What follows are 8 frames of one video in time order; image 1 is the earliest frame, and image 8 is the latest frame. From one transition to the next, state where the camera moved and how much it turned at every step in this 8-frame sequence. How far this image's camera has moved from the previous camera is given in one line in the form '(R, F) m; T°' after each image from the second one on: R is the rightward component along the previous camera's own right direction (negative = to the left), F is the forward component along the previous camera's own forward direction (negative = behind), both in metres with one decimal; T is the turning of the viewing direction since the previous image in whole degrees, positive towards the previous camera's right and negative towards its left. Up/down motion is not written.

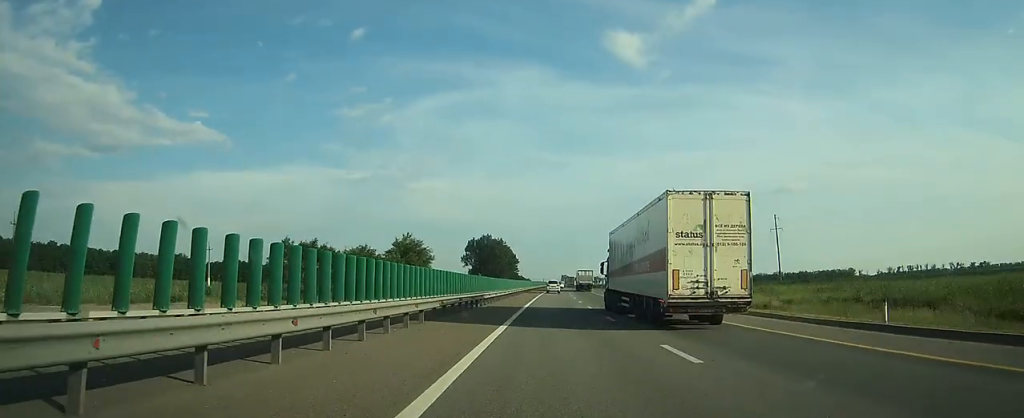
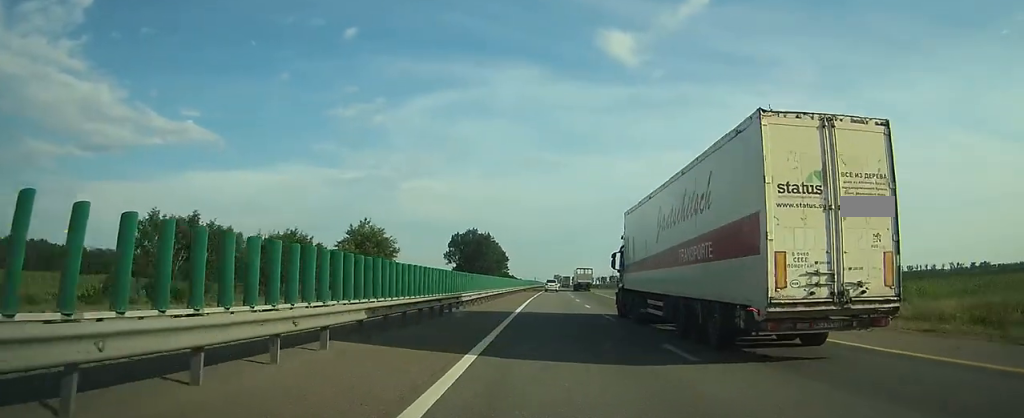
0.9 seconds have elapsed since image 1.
(+0.1, +21.6) m; 0°
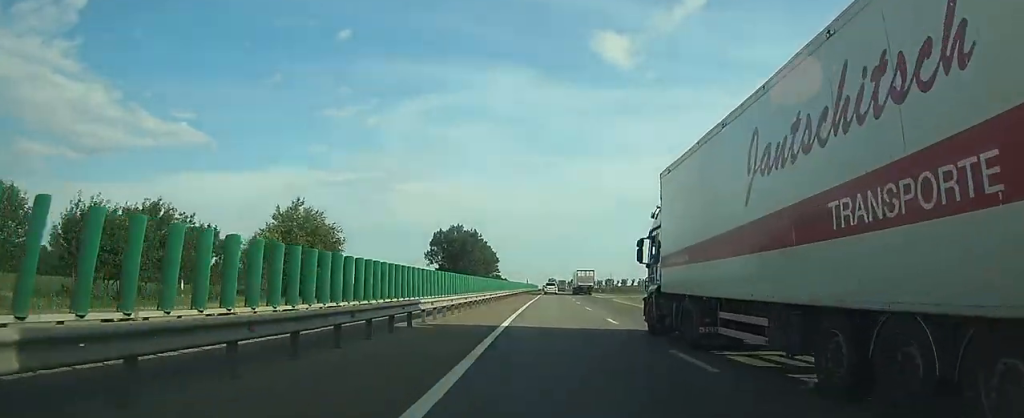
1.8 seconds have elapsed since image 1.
(+0.1, +23.8) m; +1°
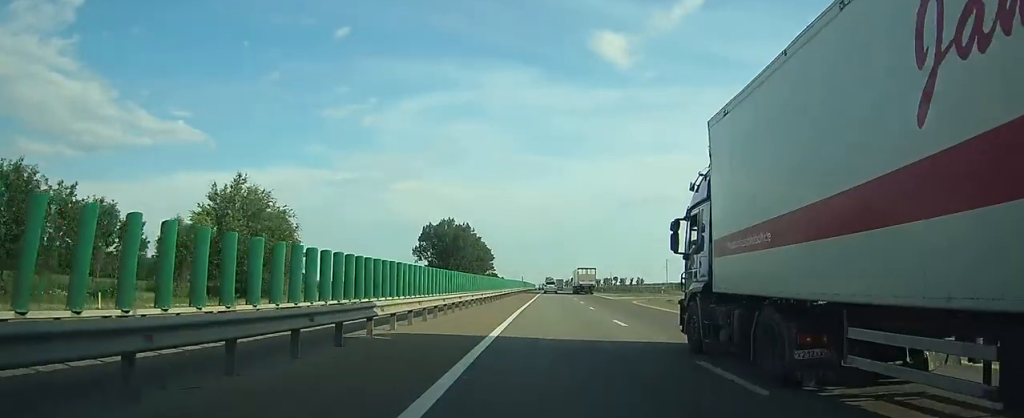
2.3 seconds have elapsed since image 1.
(+0.1, +13.8) m; 0°
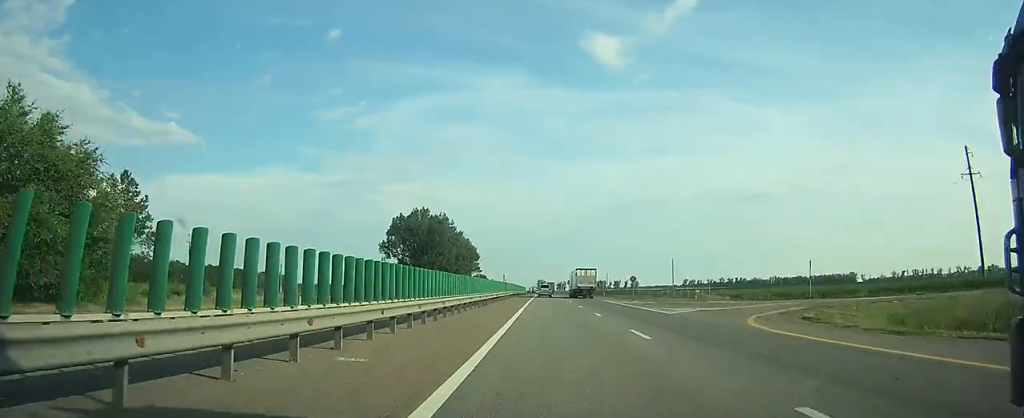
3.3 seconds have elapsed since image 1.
(+0.2, +27.8) m; +1°
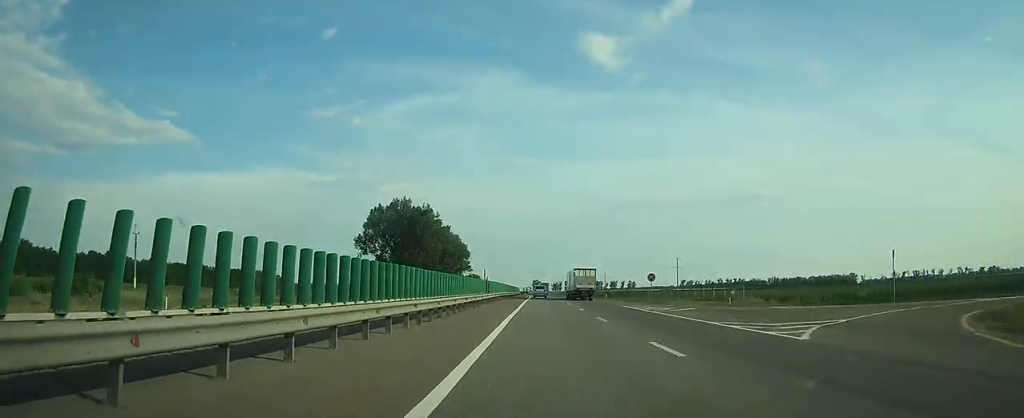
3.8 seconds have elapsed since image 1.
(+0.1, +15.9) m; 0°
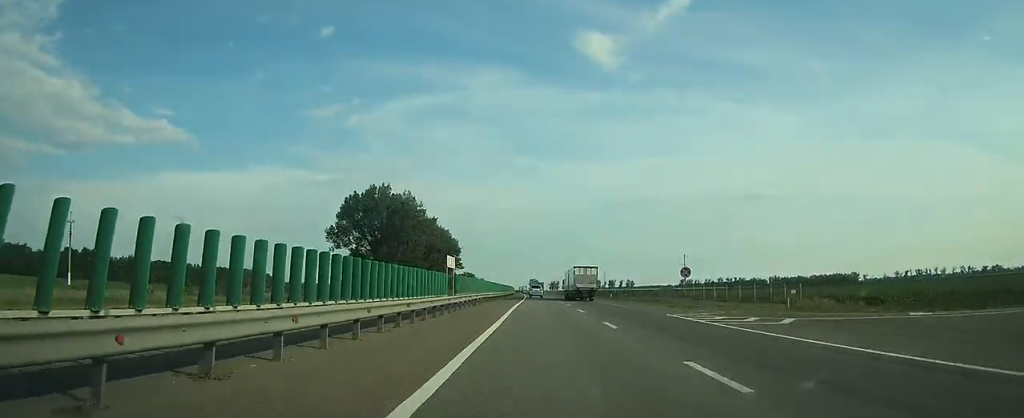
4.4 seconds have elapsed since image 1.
(0.0, +16.0) m; 0°
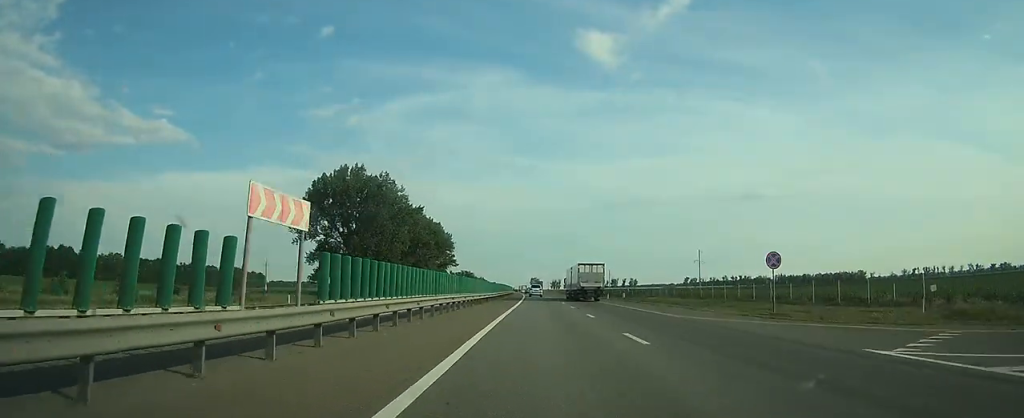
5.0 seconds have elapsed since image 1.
(0.0, +18.0) m; 0°
